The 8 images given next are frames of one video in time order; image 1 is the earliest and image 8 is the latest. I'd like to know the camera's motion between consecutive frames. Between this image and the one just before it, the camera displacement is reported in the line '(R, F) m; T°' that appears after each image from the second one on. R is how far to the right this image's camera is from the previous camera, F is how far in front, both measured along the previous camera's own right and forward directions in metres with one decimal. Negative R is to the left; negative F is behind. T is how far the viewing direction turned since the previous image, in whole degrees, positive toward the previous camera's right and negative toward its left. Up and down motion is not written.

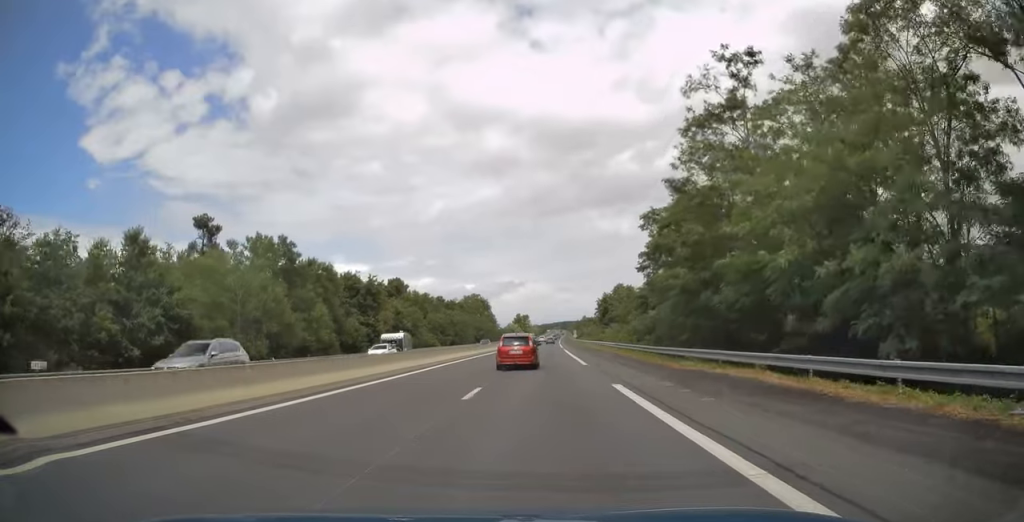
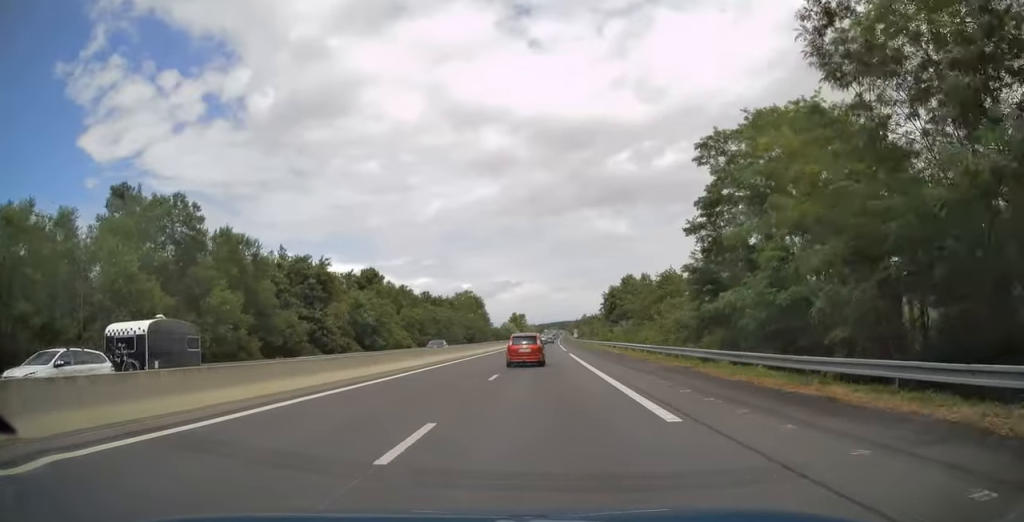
(+0.2, +20.0) m; 0°
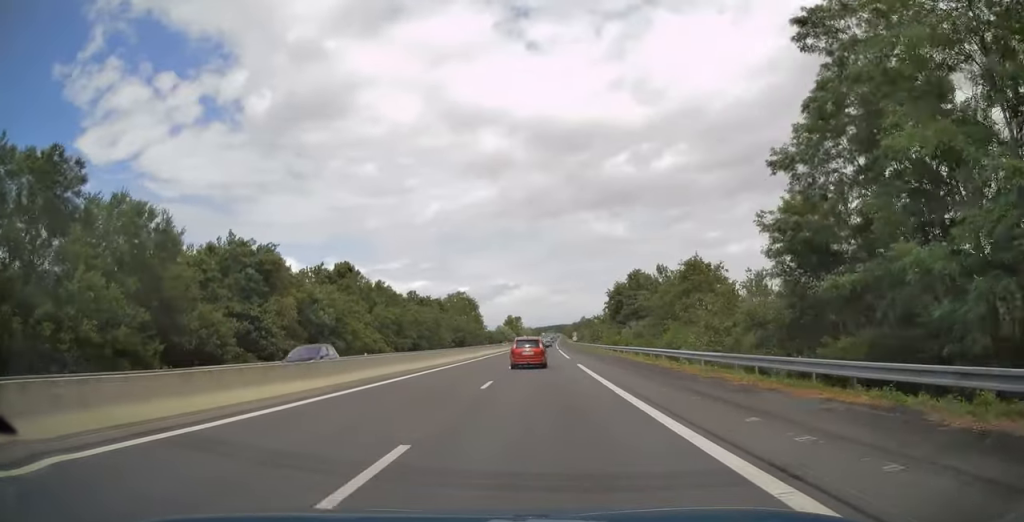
(+0.1, +14.6) m; 0°
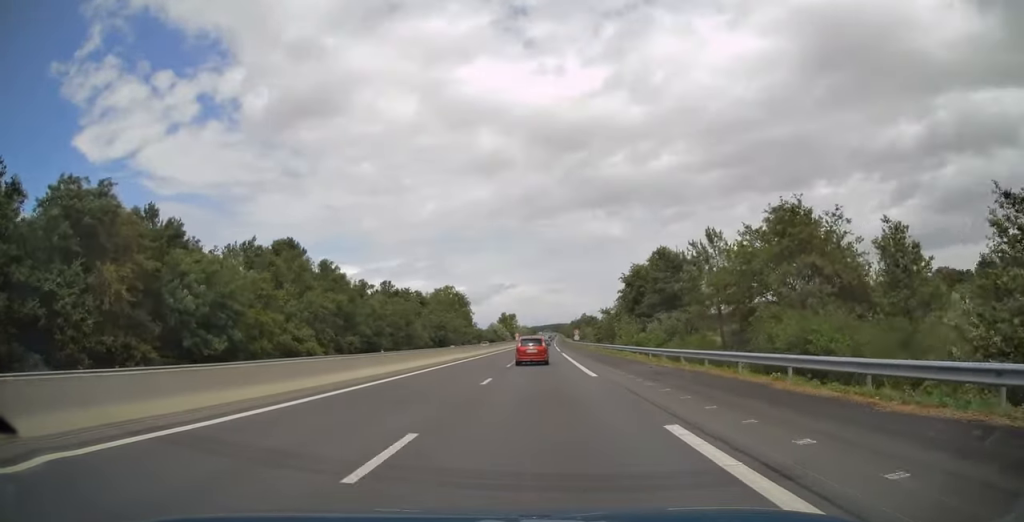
(-0.1, +24.9) m; 0°
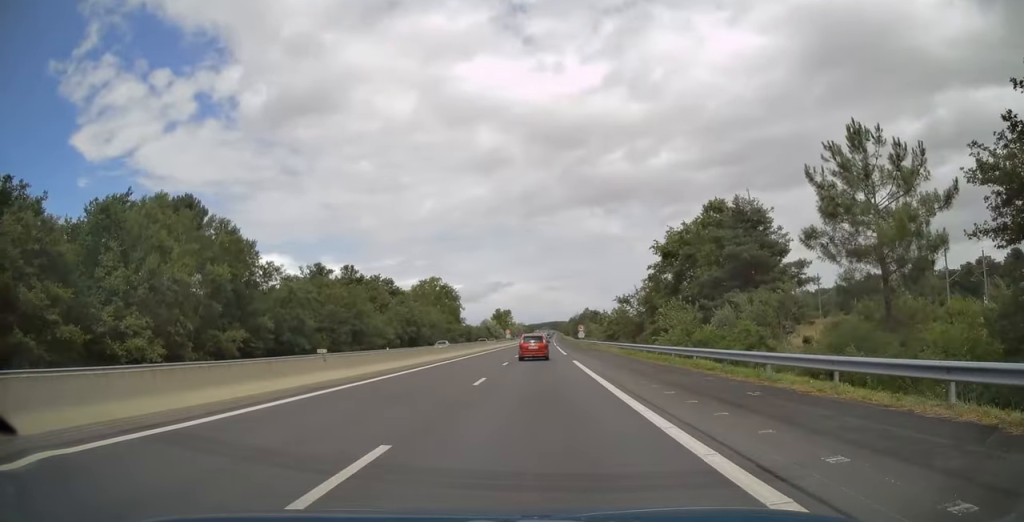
(+0.1, +27.0) m; 0°
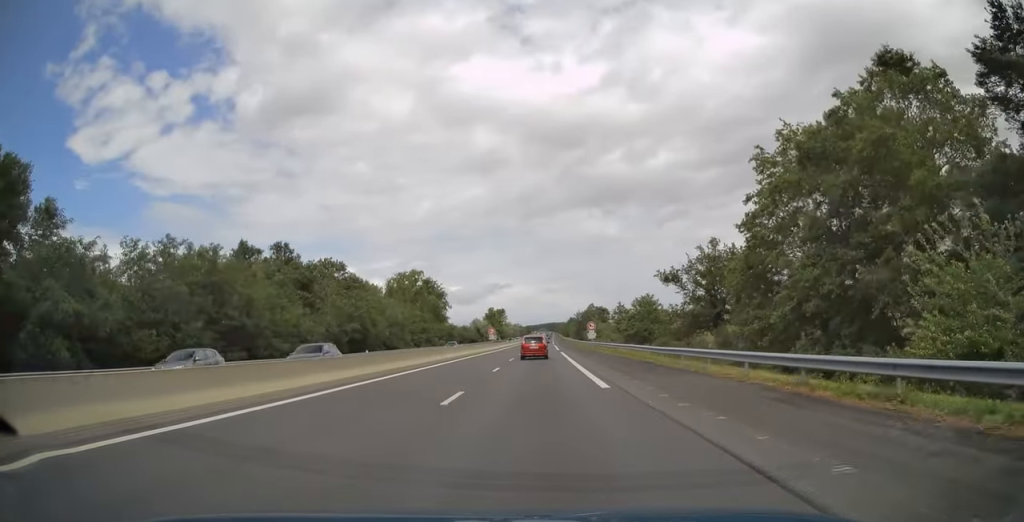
(+0.1, +30.8) m; 0°
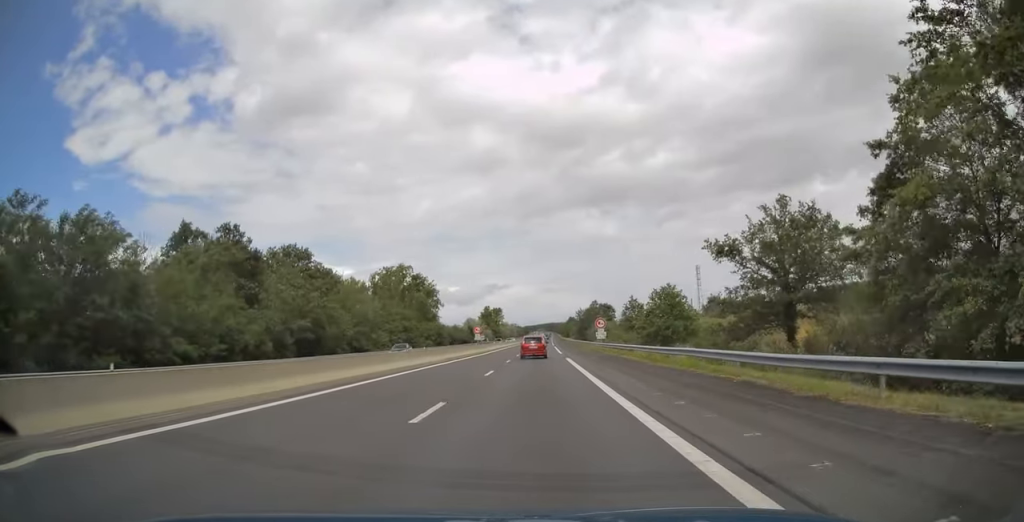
(0.0, +15.6) m; 0°
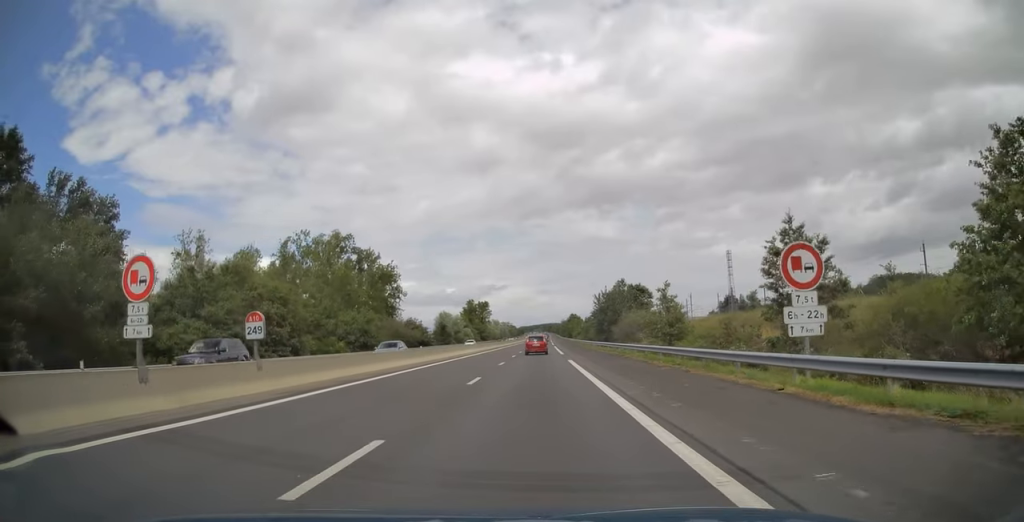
(+0.1, +56.7) m; 0°
